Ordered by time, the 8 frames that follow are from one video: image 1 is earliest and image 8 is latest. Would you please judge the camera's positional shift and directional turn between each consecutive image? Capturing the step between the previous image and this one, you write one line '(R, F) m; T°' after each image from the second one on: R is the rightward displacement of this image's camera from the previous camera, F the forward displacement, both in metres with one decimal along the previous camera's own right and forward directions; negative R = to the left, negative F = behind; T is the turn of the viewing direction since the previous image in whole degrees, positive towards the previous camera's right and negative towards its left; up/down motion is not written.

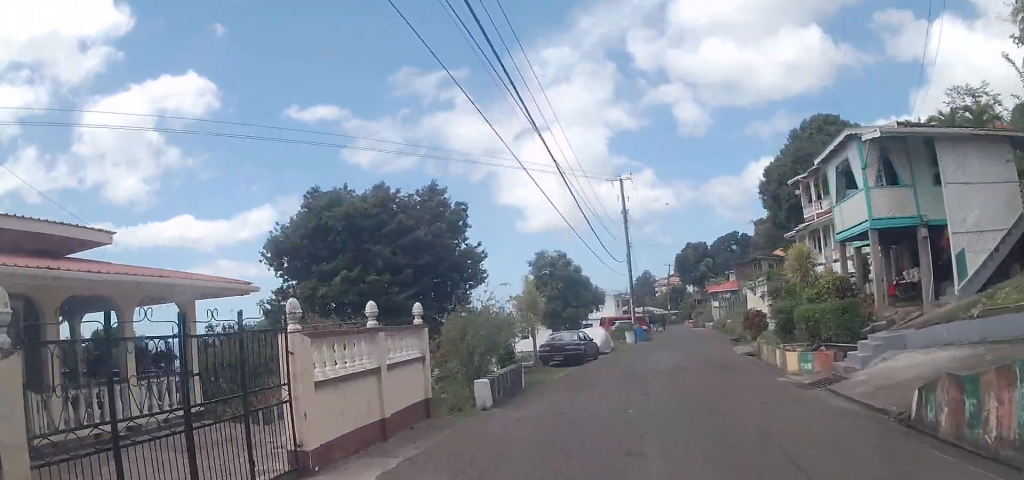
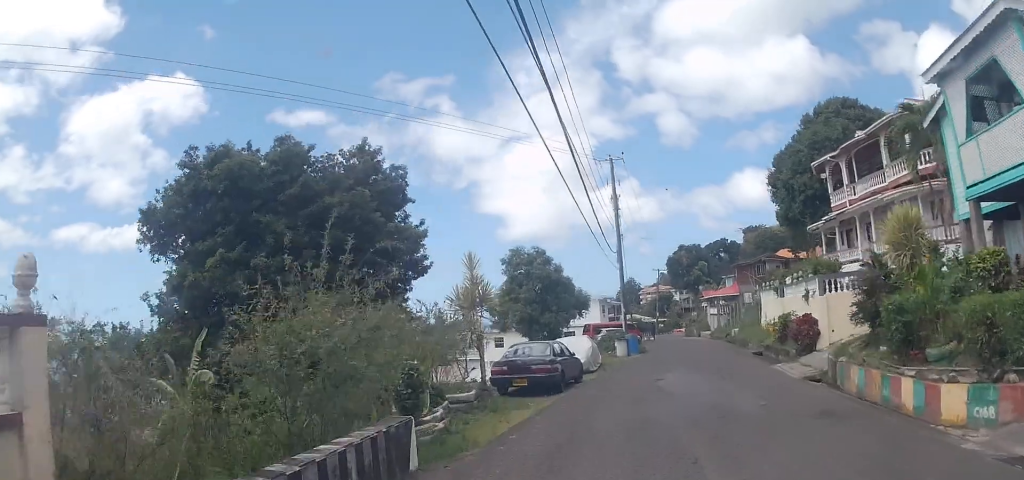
(-0.1, +7.7) m; +6°
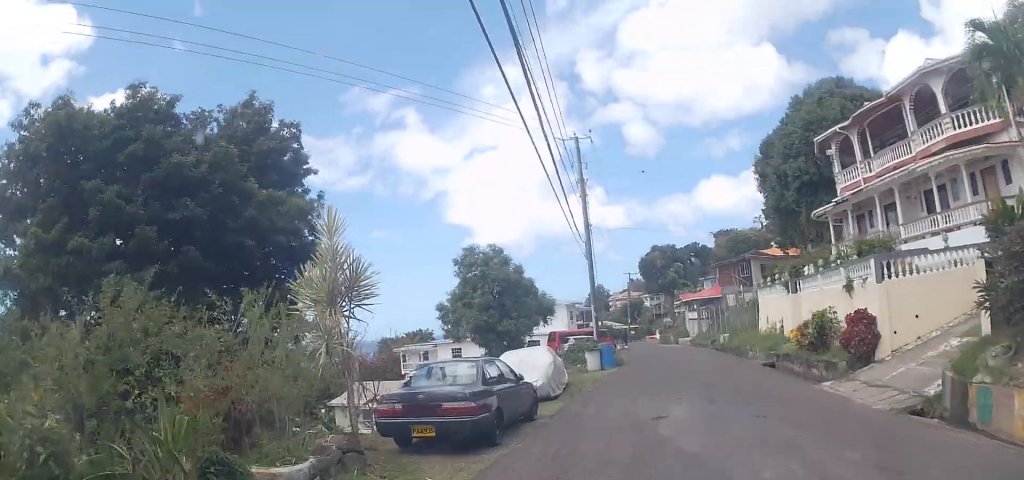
(+0.6, +5.6) m; +11°
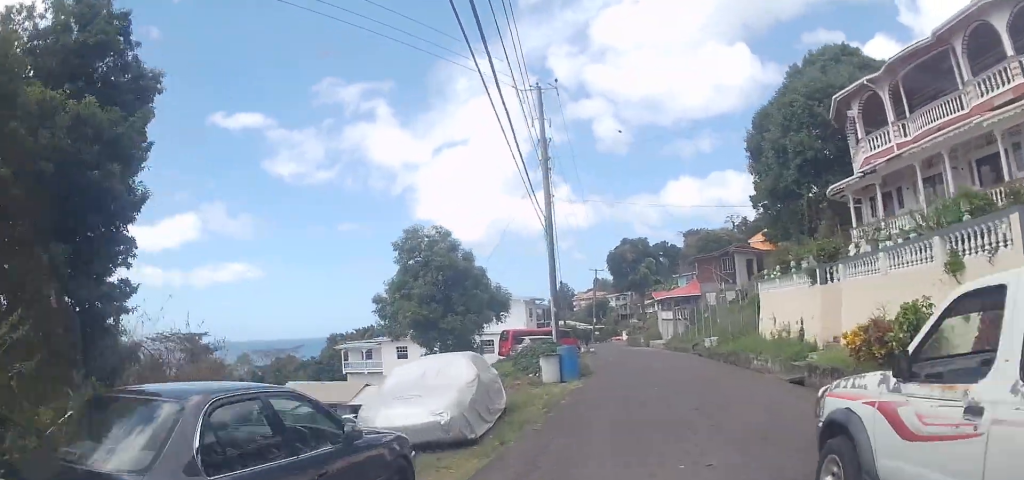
(+0.5, +6.0) m; +1°
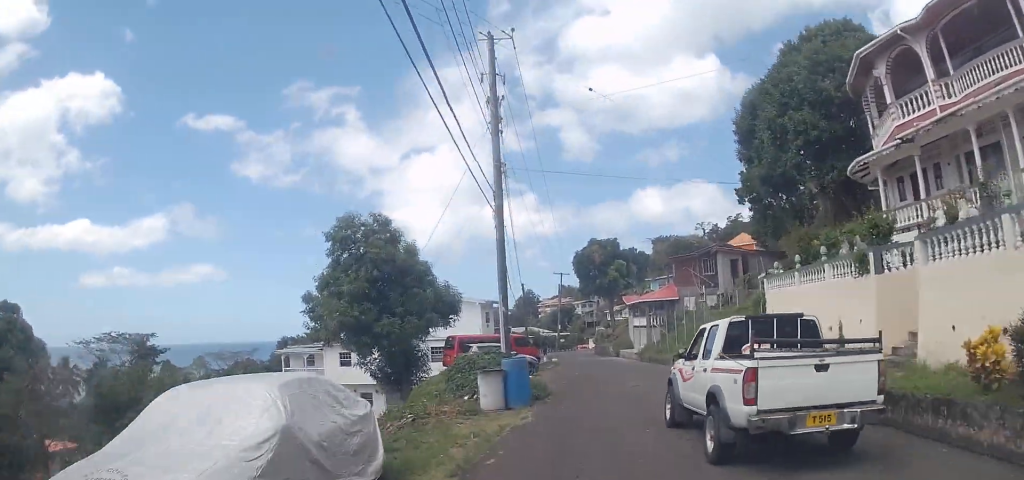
(-0.2, +5.2) m; -7°
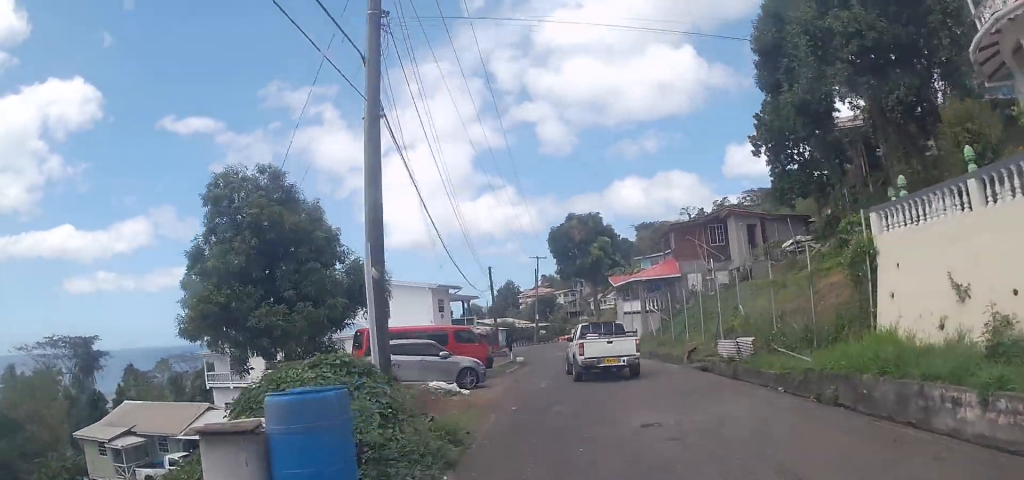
(0.0, +8.9) m; +5°
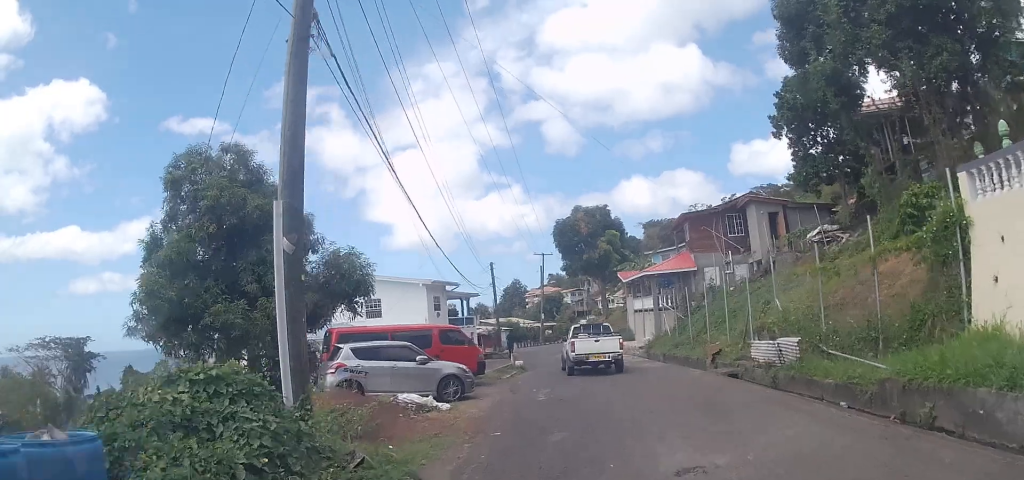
(+0.1, +2.8) m; +2°
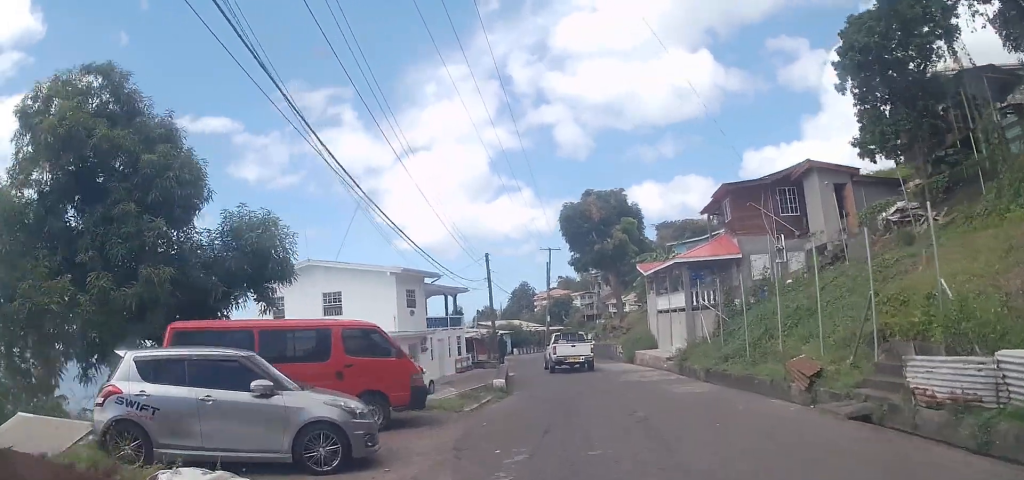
(-0.2, +7.4) m; 0°
